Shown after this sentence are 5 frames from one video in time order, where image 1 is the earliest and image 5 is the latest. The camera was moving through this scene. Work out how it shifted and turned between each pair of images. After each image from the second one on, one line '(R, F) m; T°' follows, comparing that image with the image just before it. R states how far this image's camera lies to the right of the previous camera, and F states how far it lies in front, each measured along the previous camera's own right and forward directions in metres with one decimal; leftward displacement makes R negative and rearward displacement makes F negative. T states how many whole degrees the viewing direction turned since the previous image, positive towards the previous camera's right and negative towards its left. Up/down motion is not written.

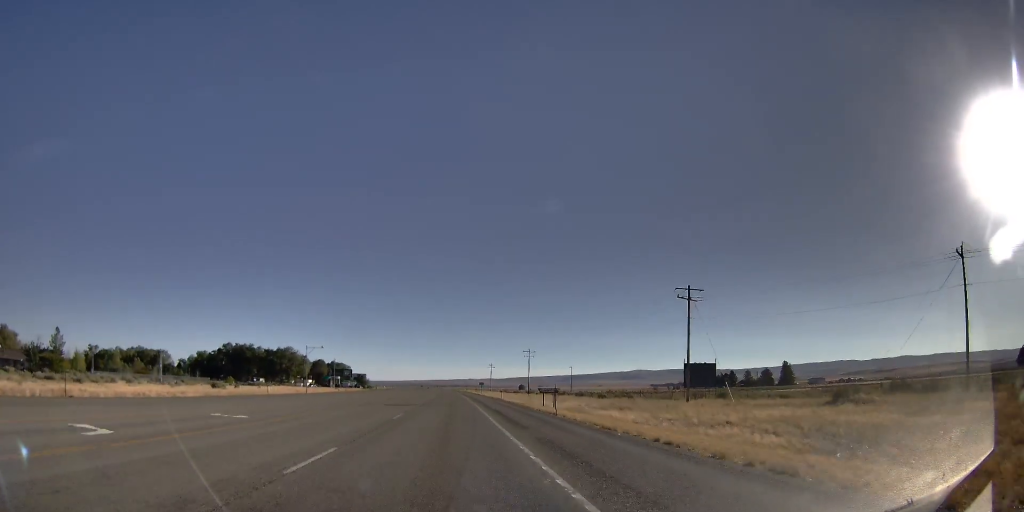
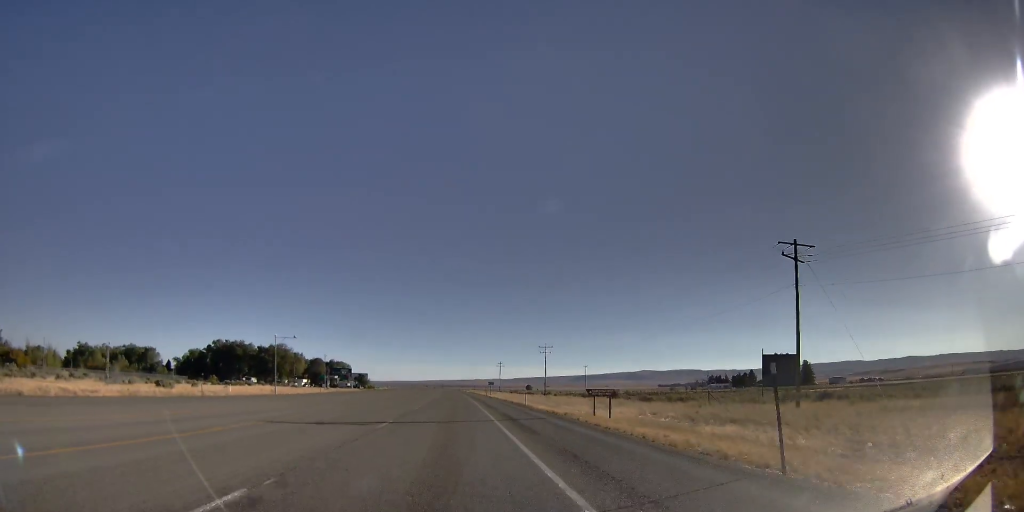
(-0.1, +20.6) m; 0°
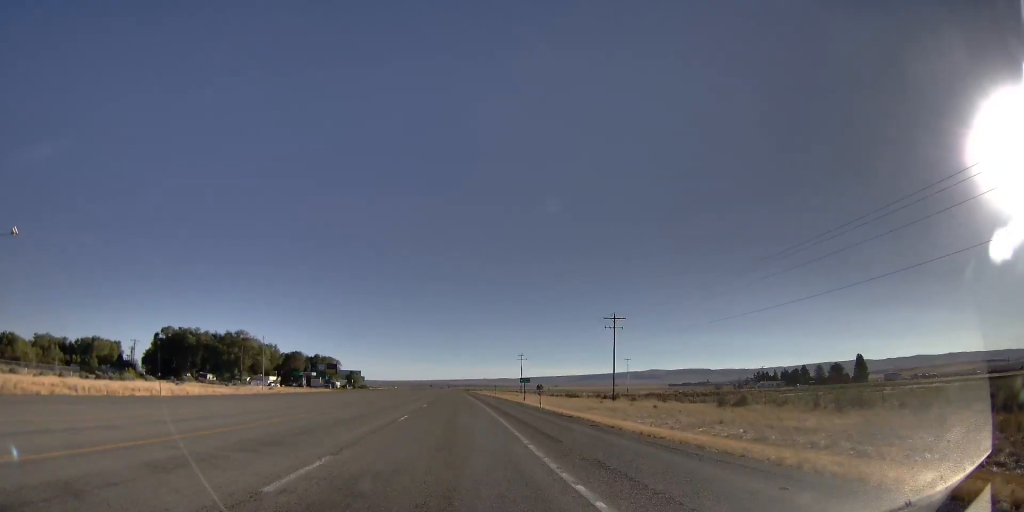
(+1.0, +57.7) m; +1°
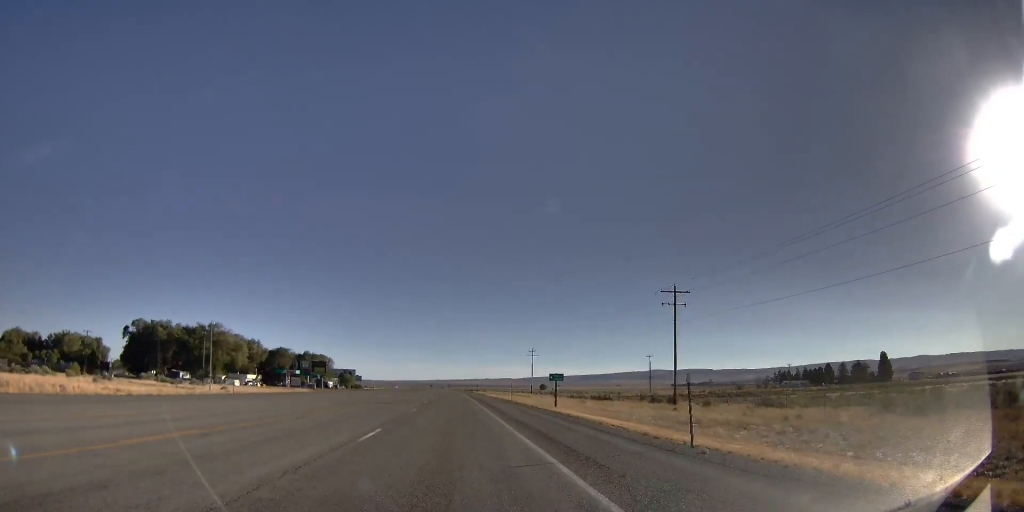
(-0.3, +24.2) m; 0°
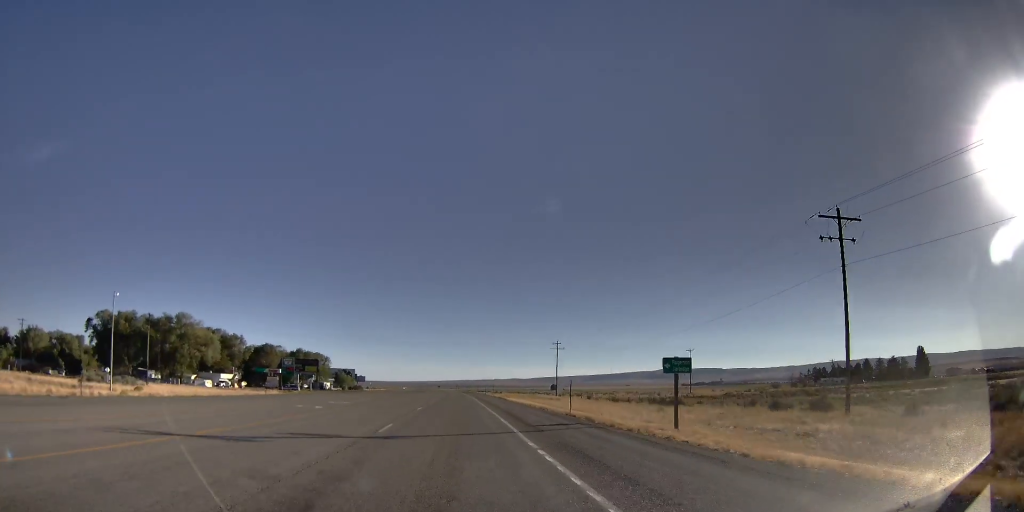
(0.0, +28.2) m; +2°
